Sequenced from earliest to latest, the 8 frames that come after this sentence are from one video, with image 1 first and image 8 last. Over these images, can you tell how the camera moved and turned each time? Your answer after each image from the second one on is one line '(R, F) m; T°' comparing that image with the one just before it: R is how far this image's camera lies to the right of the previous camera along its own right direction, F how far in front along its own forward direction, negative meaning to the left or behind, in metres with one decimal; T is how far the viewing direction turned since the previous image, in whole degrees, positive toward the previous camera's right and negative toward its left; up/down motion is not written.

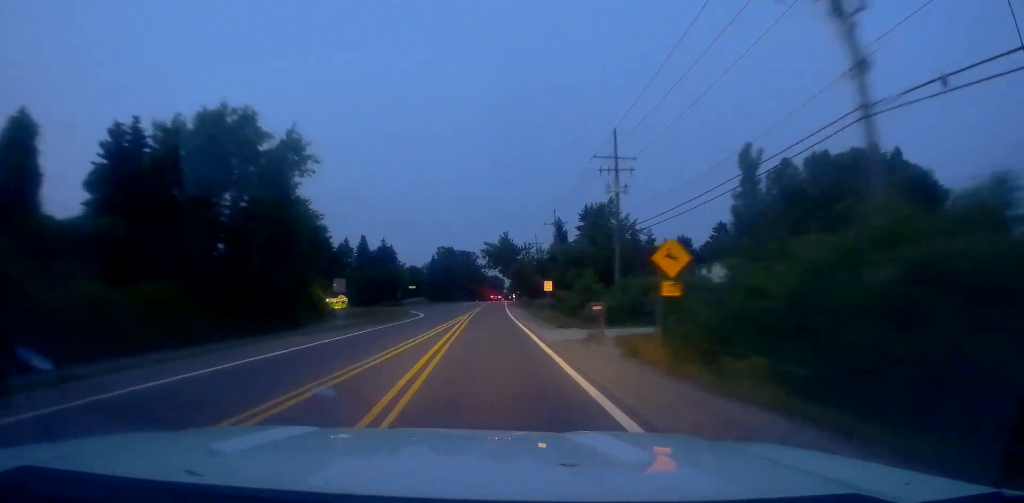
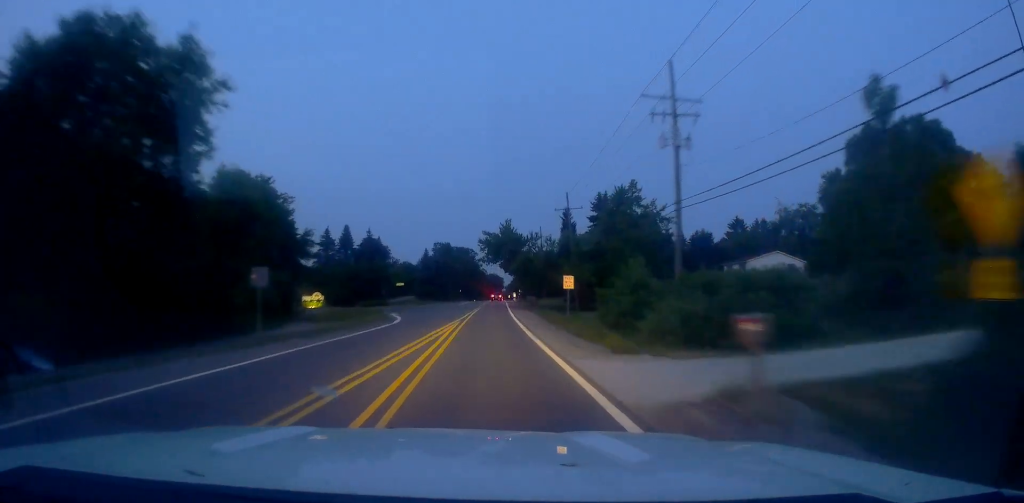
(-0.3, +12.4) m; -1°
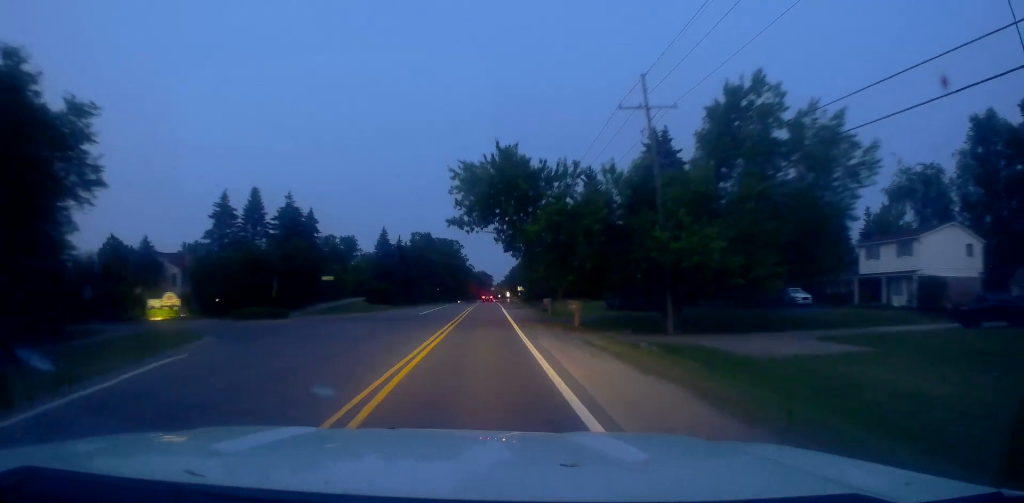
(0.0, +35.8) m; 0°
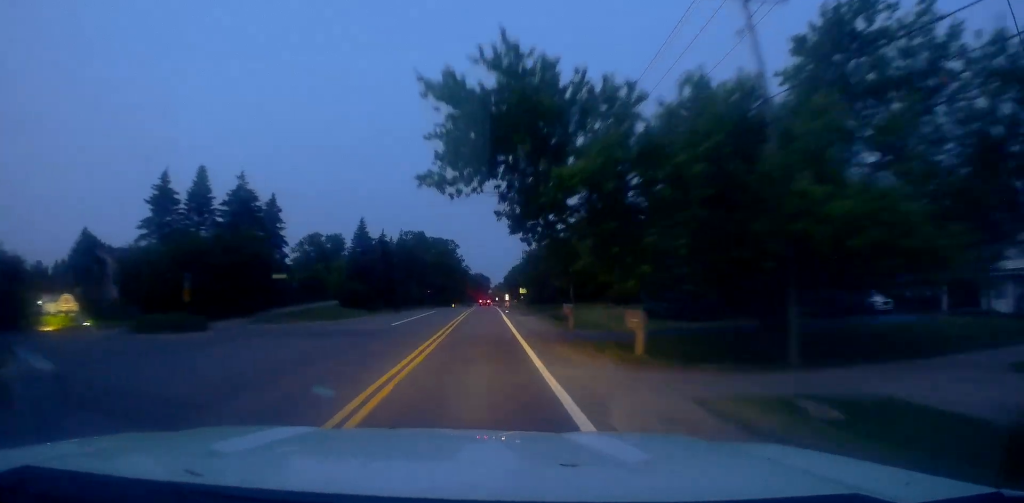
(+0.2, +12.5) m; 0°
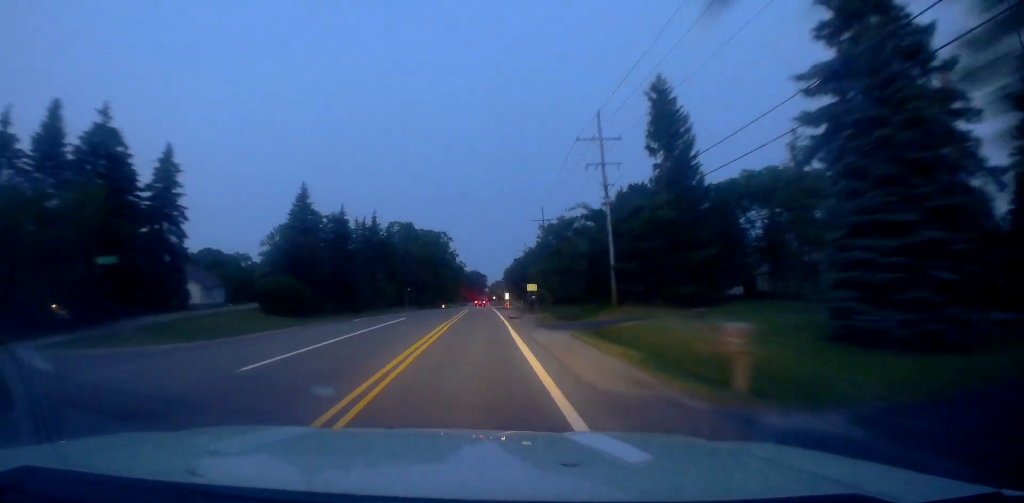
(-0.1, +21.0) m; +1°
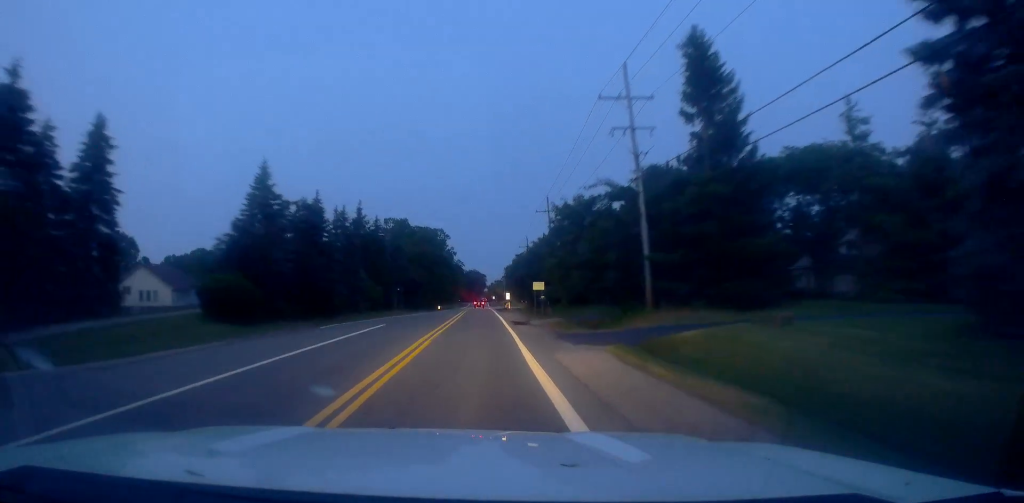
(-0.1, +8.5) m; +1°
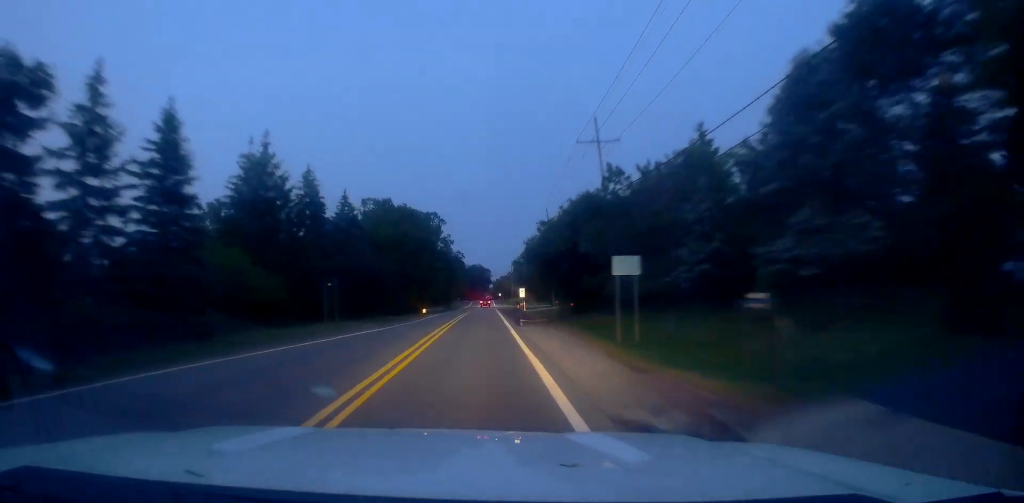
(+1.2, +31.5) m; 0°
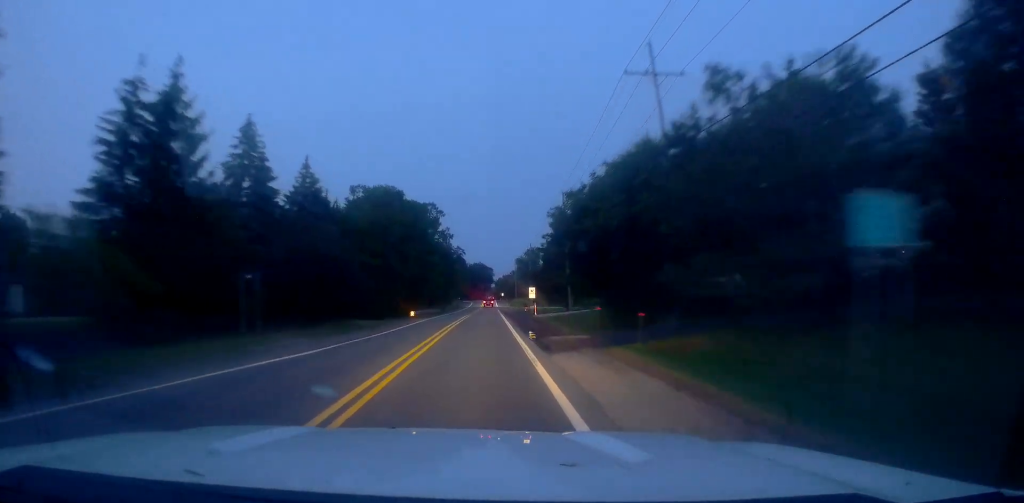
(-0.3, +13.3) m; -1°
